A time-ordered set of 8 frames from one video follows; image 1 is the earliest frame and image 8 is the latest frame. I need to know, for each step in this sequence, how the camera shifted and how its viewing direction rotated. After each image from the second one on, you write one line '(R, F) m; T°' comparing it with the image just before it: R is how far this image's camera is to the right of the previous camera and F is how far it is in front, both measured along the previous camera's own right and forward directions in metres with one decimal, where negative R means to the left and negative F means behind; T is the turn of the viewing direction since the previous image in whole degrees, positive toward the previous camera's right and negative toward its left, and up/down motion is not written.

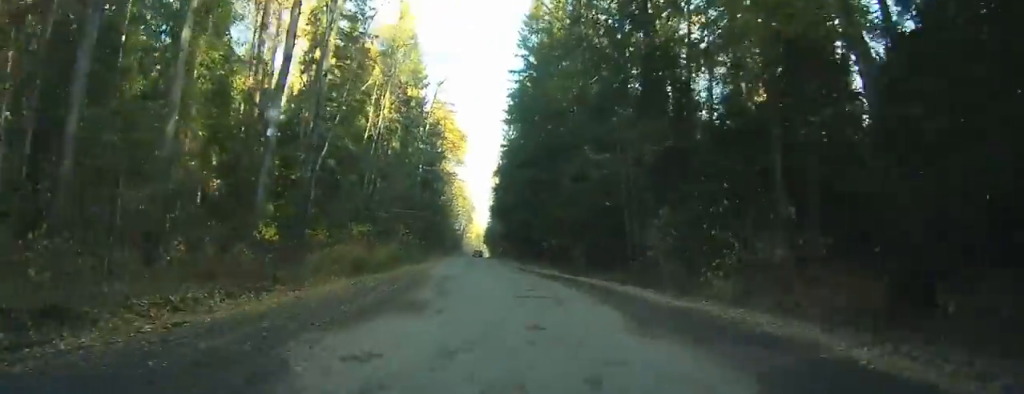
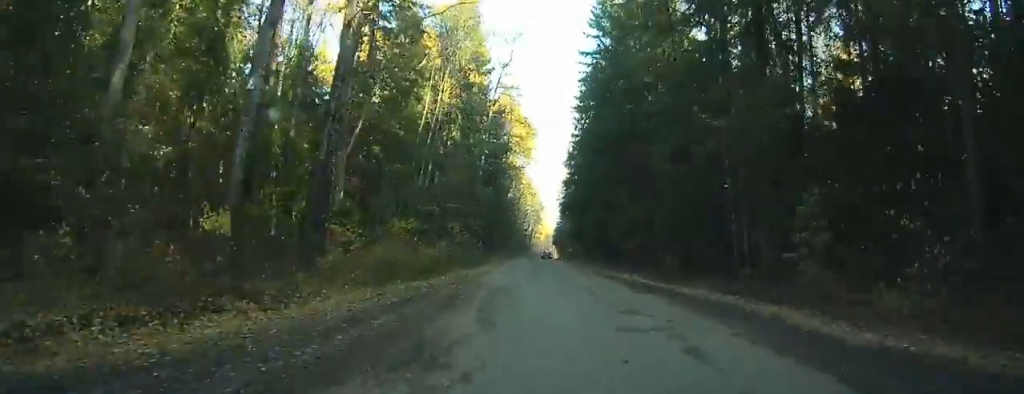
(-0.3, +6.2) m; -4°
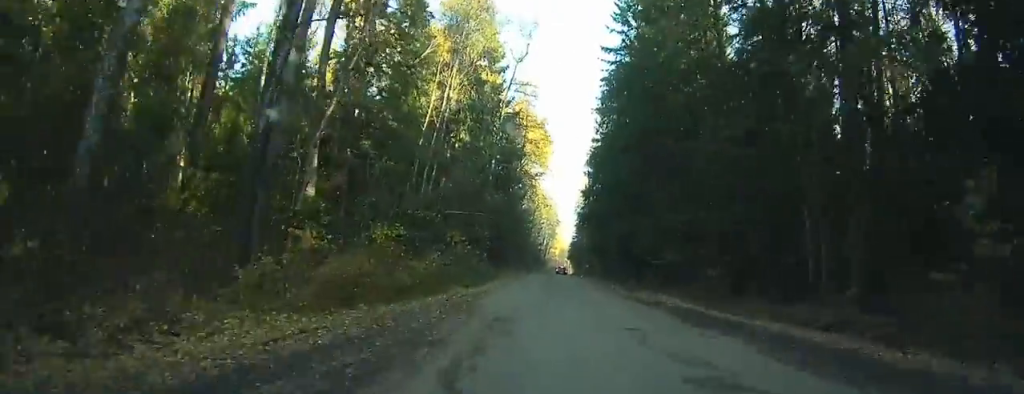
(+0.1, +5.9) m; -3°
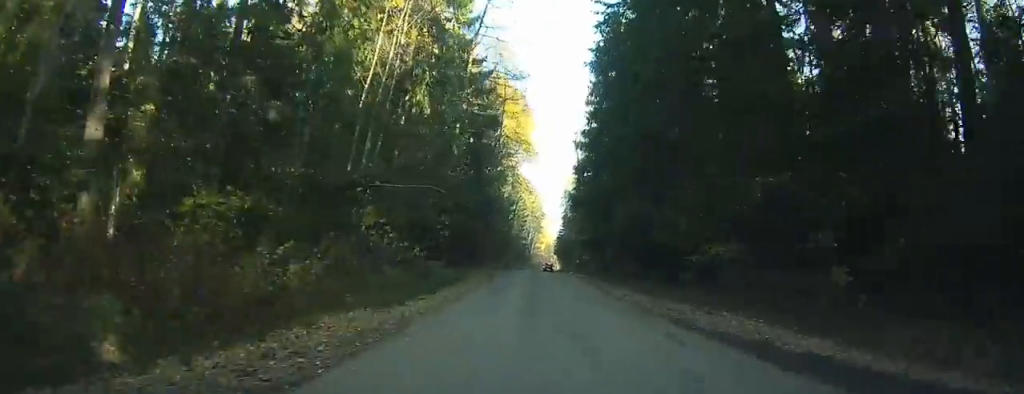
(-0.7, +11.3) m; -6°
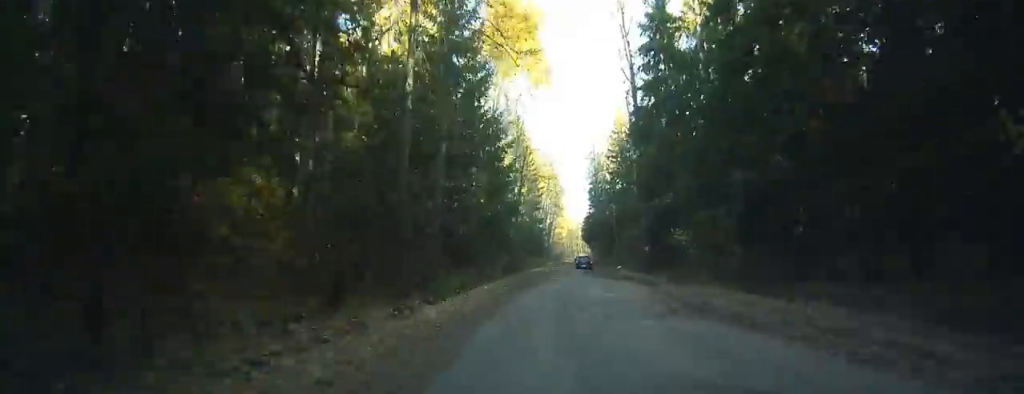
(-1.5, +32.6) m; -3°
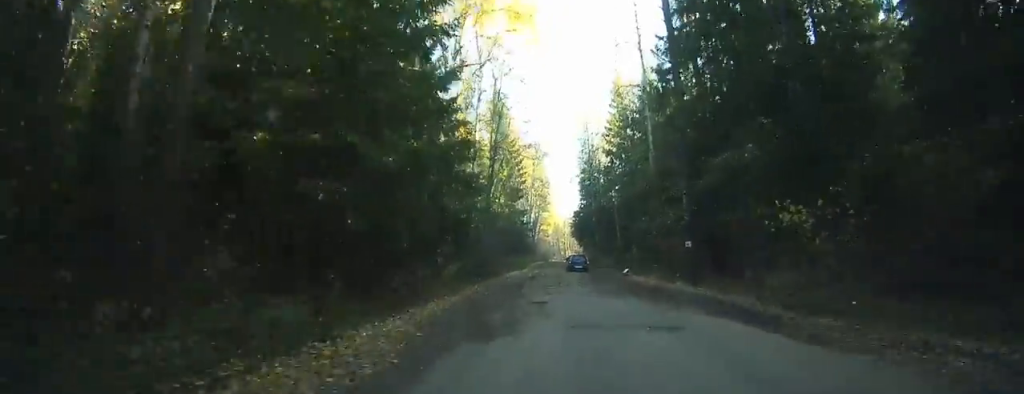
(0.0, +15.3) m; +3°
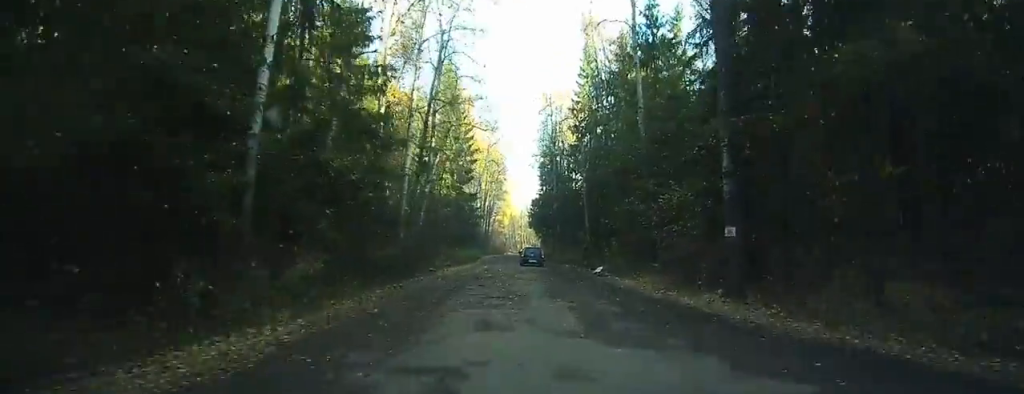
(+0.6, +12.8) m; +4°
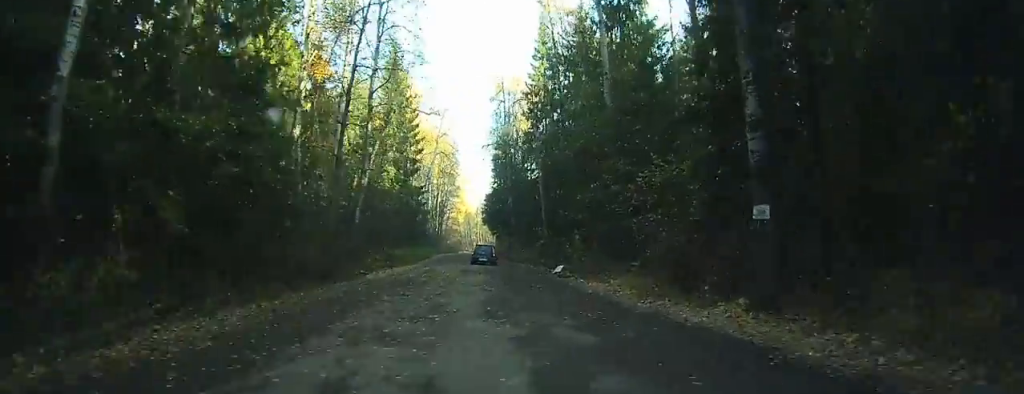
(+0.2, +6.7) m; +1°
